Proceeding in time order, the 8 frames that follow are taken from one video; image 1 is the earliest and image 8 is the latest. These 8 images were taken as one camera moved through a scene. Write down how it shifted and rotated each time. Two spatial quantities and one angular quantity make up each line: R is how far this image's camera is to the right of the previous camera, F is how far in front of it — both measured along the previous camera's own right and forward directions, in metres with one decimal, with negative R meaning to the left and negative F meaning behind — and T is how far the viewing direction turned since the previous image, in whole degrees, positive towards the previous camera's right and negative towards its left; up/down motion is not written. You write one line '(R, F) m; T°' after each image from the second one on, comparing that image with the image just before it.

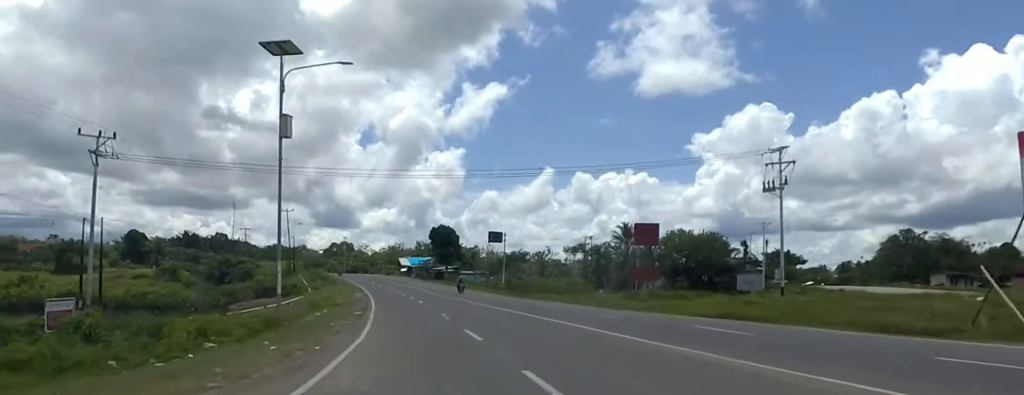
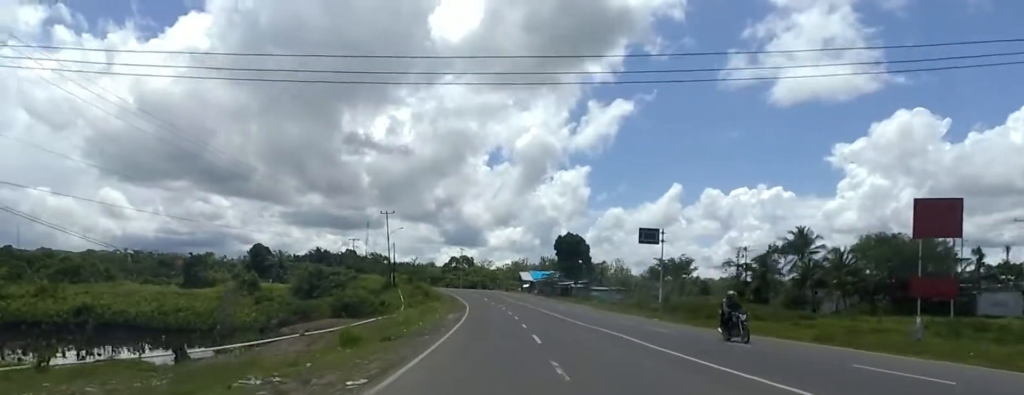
(-0.8, +20.1) m; -8°
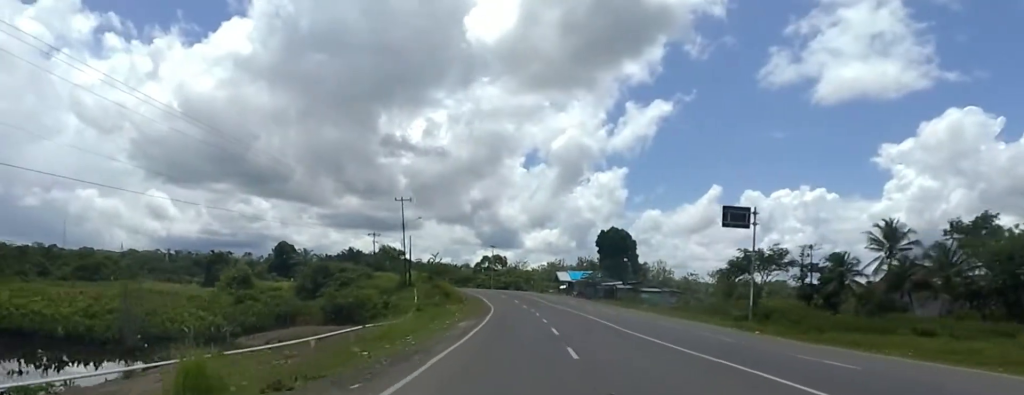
(+0.3, +12.6) m; +1°
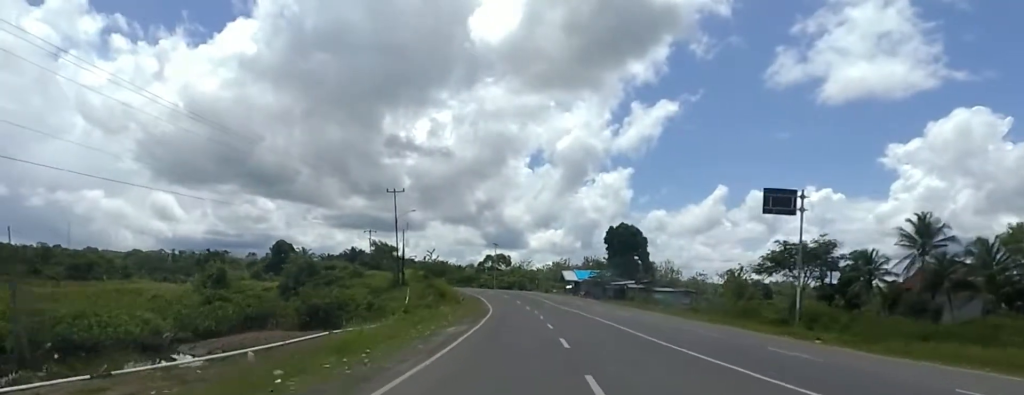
(-0.2, +5.9) m; 0°
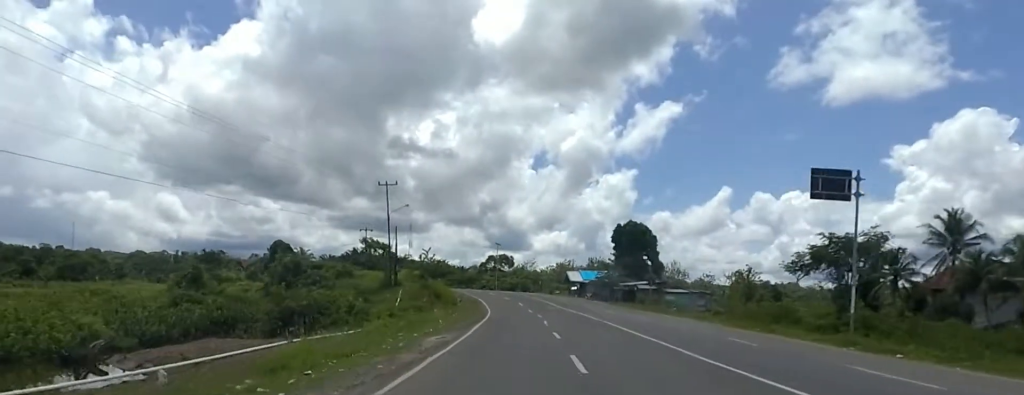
(+0.1, +4.9) m; -2°
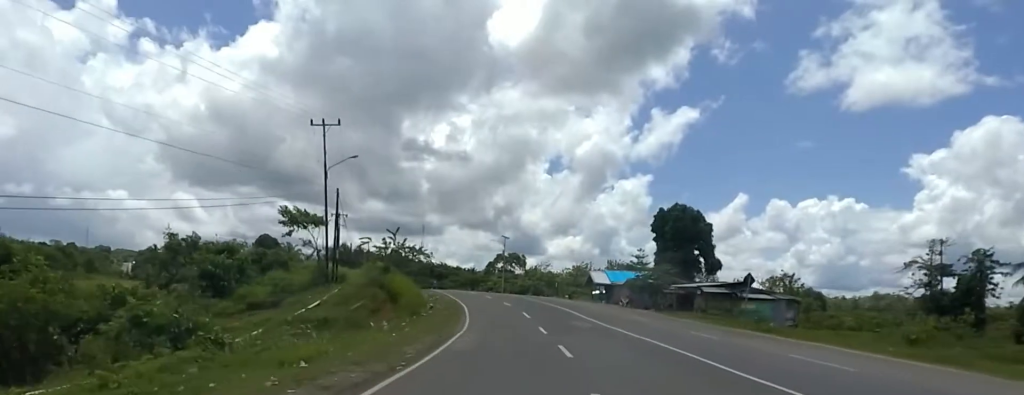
(-2.1, +20.5) m; -4°
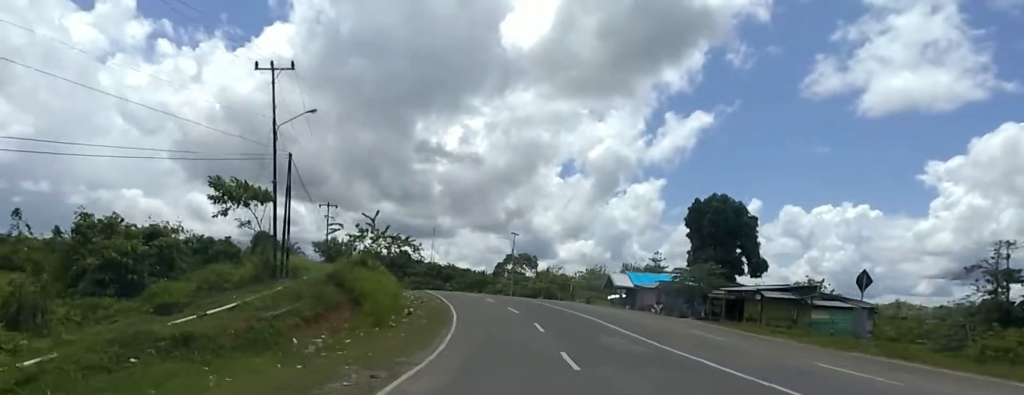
(+1.3, +9.3) m; +6°
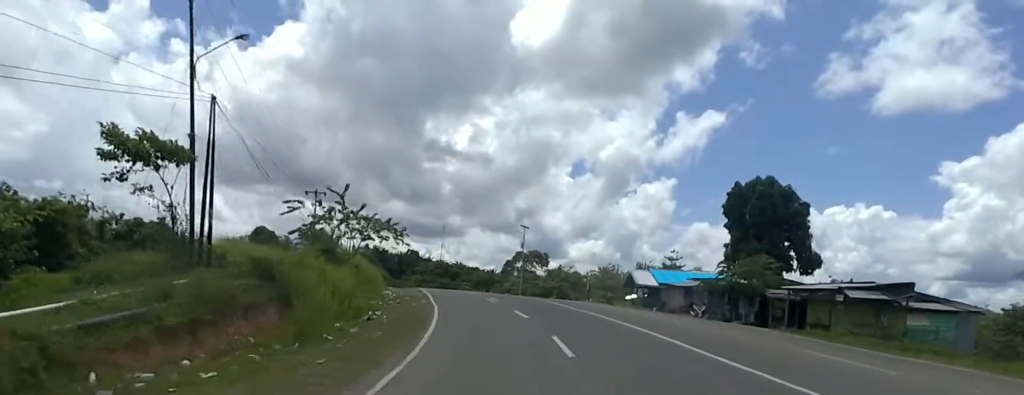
(-0.2, +7.6) m; -6°
